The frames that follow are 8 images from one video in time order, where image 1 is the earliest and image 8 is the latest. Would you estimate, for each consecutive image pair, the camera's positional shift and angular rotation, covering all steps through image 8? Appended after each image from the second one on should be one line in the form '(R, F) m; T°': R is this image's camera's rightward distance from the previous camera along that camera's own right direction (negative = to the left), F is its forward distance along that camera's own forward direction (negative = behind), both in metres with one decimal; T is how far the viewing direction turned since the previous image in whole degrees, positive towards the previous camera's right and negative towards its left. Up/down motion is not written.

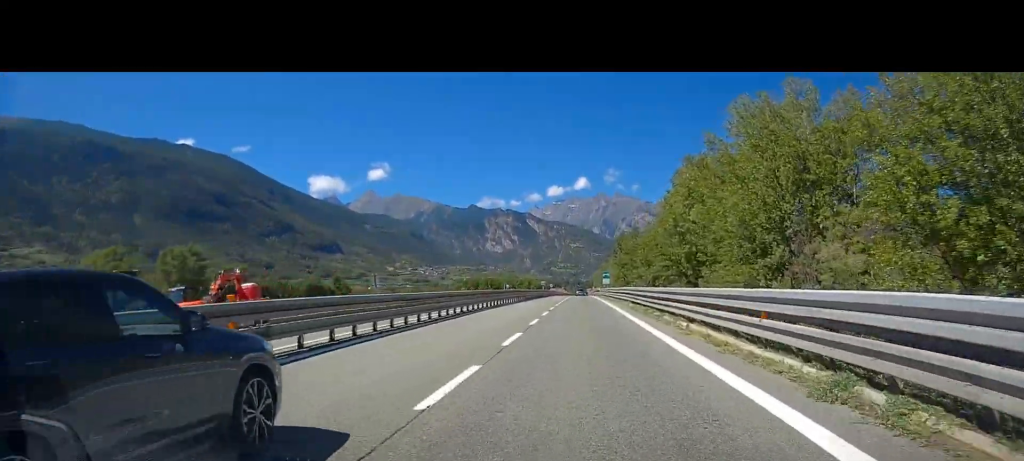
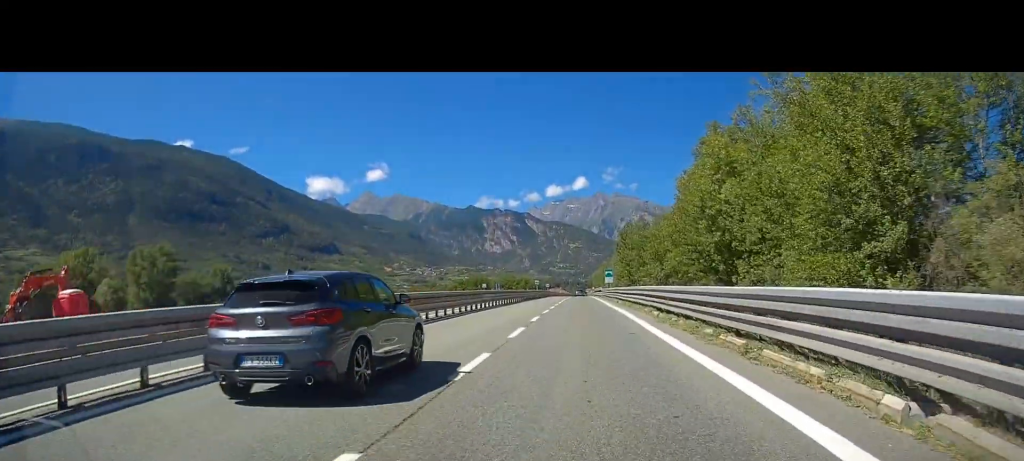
(0.0, +14.8) m; 0°
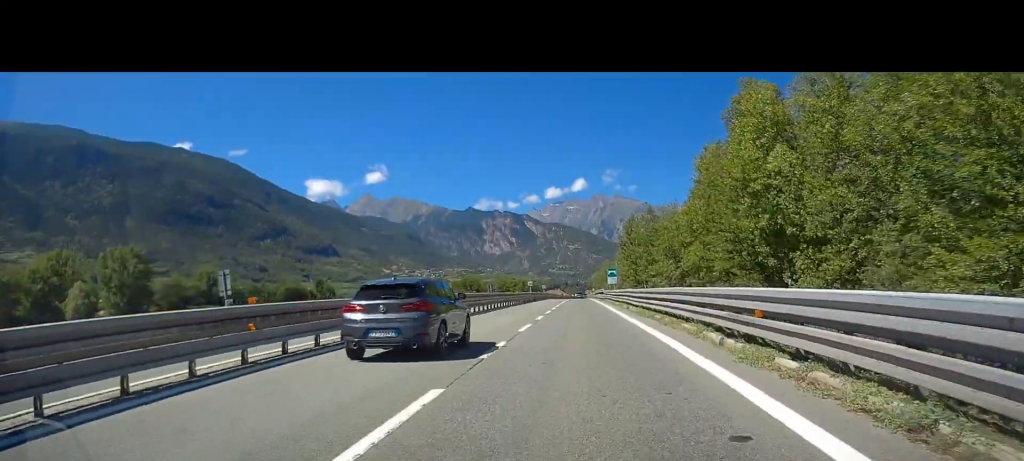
(0.0, +13.0) m; 0°
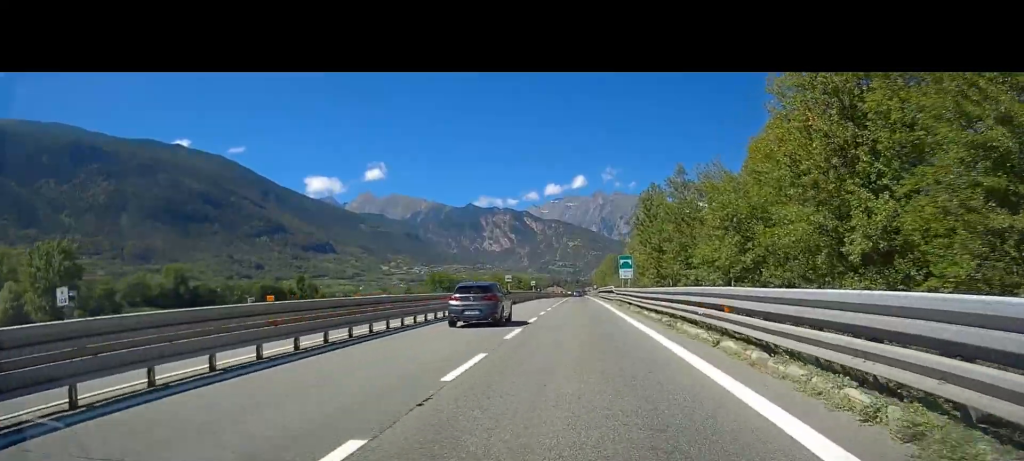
(+0.2, +28.3) m; 0°
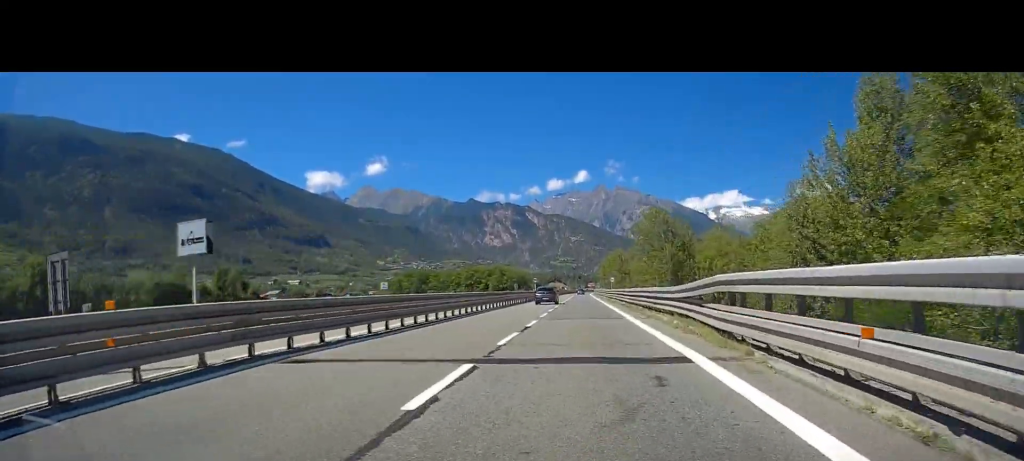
(-0.2, +89.2) m; -1°
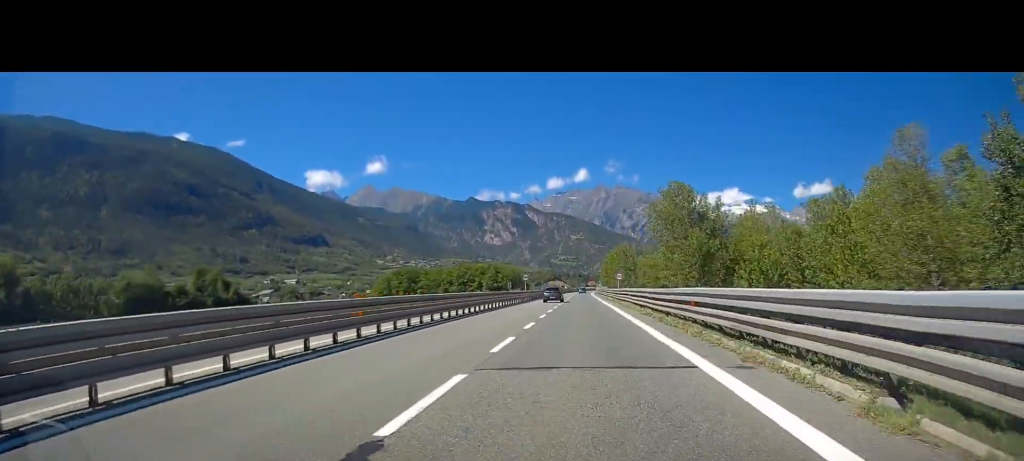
(0.0, +16.6) m; 0°
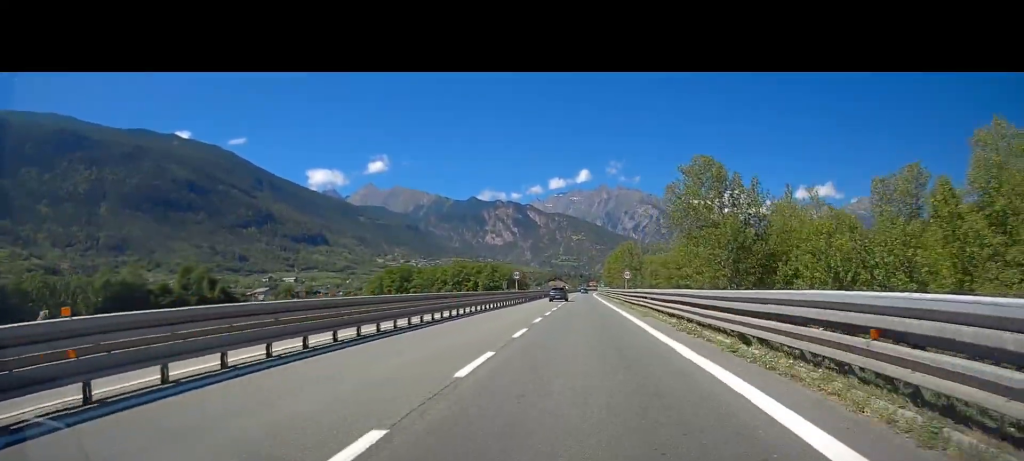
(-0.1, +11.7) m; 0°
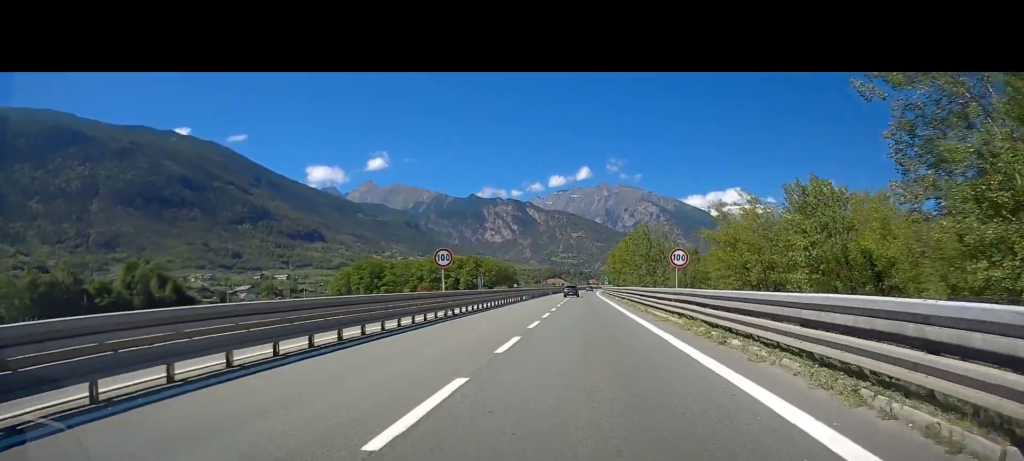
(0.0, +34.7) m; +1°
